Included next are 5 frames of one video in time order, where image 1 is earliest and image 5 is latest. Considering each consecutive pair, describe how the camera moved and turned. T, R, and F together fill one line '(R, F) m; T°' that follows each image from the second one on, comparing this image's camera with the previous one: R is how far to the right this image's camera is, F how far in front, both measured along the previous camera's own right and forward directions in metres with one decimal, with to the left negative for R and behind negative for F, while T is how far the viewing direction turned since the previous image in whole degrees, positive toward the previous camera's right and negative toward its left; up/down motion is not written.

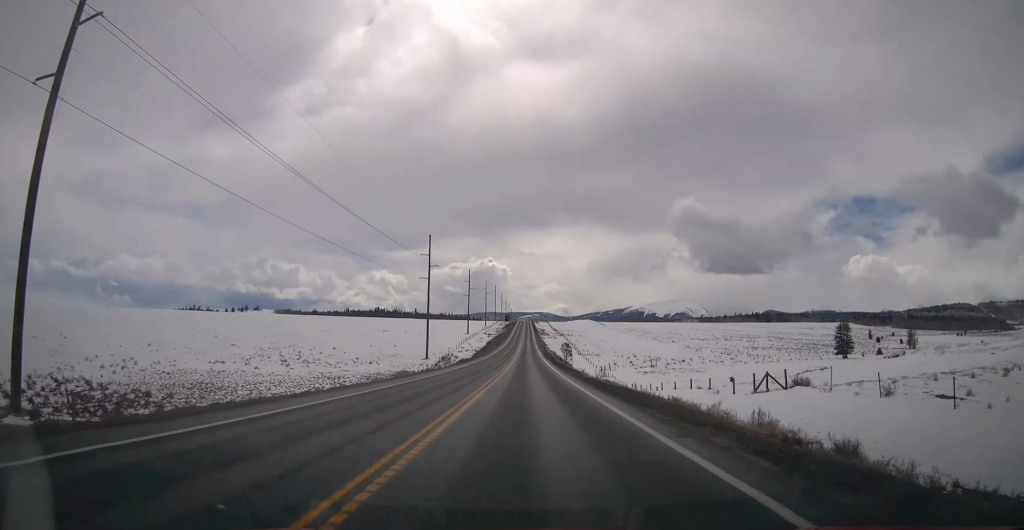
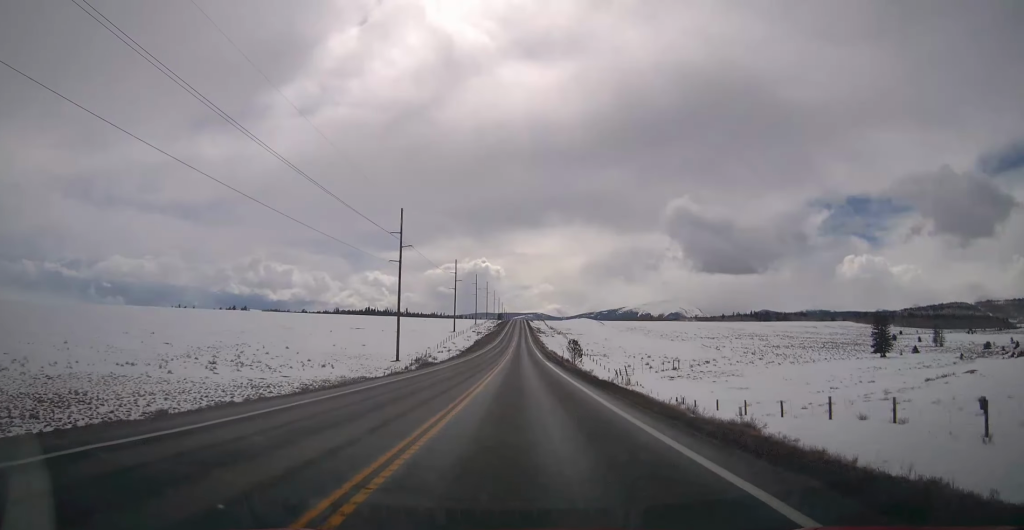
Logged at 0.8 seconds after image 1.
(-0.4, +23.8) m; 0°
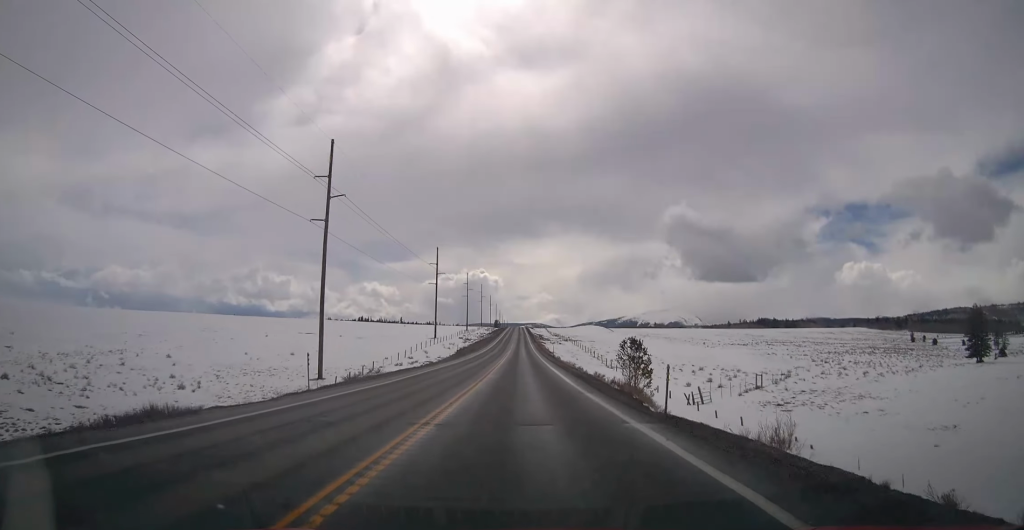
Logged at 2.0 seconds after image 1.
(+0.5, +37.0) m; +1°
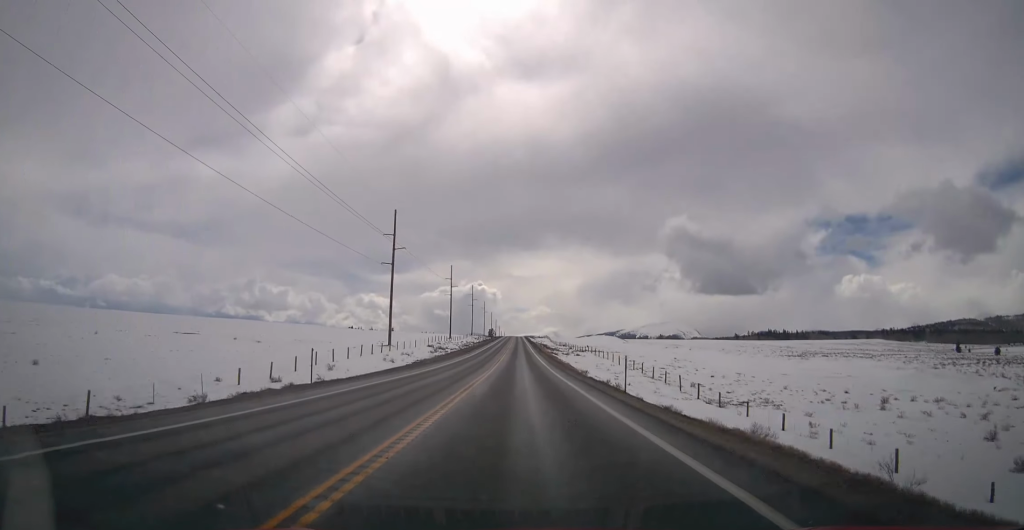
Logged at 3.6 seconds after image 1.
(0.0, +48.1) m; 0°
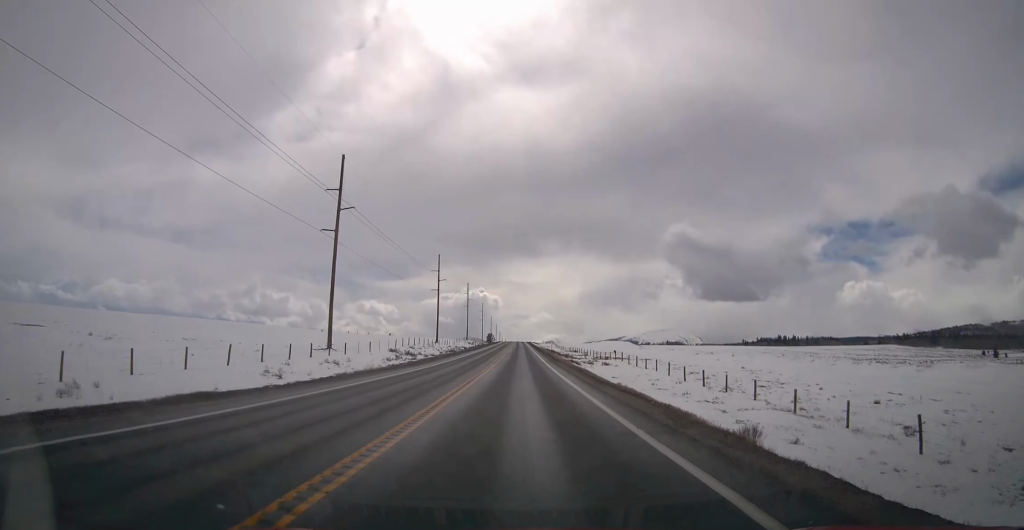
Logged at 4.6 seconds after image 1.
(0.0, +30.6) m; -1°
